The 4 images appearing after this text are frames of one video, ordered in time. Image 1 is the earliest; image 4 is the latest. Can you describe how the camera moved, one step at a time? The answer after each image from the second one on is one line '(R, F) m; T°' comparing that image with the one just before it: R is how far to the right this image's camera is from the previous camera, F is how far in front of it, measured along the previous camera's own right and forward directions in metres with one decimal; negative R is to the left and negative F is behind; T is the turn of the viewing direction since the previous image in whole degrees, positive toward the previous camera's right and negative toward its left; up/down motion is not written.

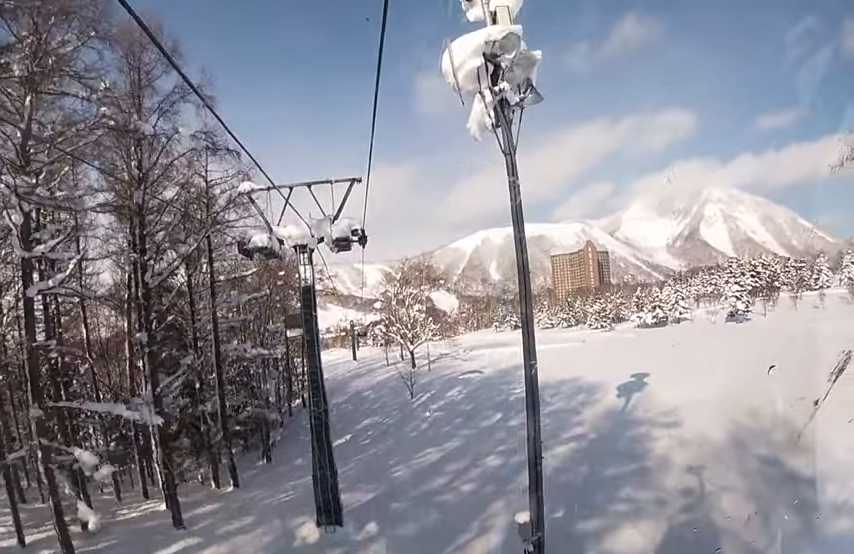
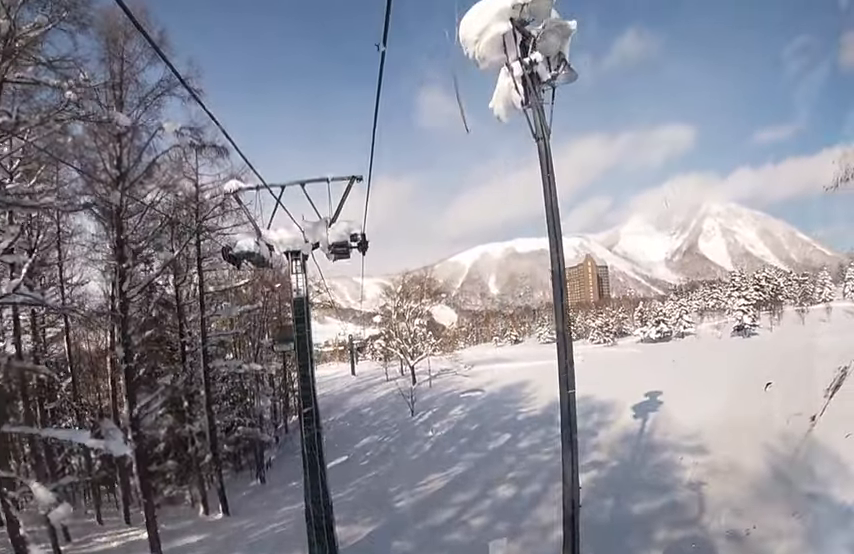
(0.0, +2.0) m; -1°
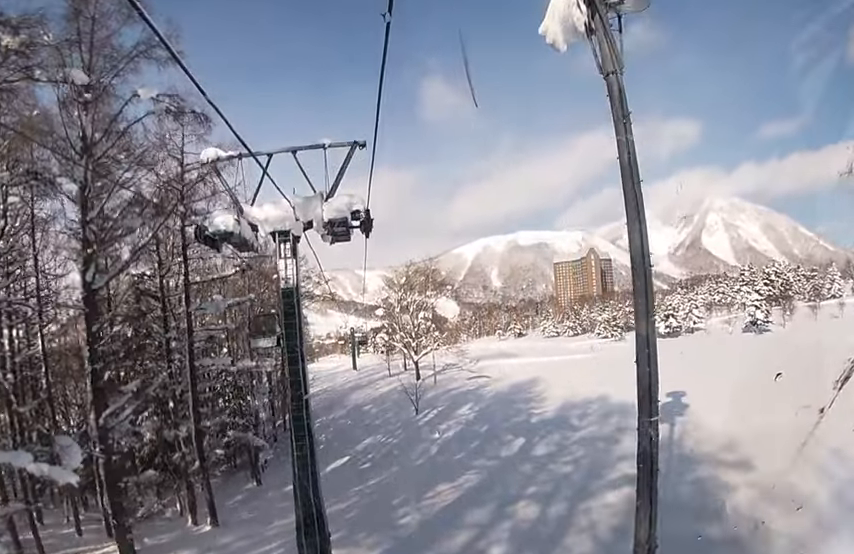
(0.0, +2.5) m; 0°
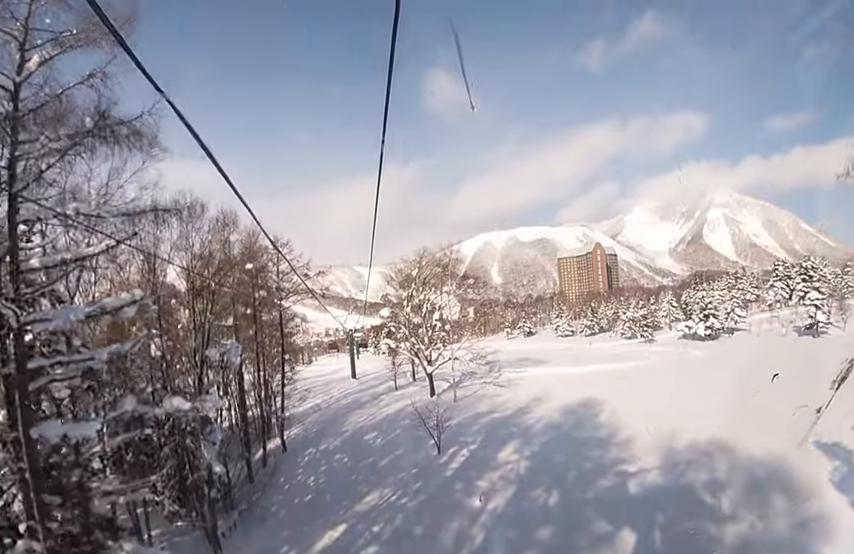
(0.0, +12.3) m; 0°
